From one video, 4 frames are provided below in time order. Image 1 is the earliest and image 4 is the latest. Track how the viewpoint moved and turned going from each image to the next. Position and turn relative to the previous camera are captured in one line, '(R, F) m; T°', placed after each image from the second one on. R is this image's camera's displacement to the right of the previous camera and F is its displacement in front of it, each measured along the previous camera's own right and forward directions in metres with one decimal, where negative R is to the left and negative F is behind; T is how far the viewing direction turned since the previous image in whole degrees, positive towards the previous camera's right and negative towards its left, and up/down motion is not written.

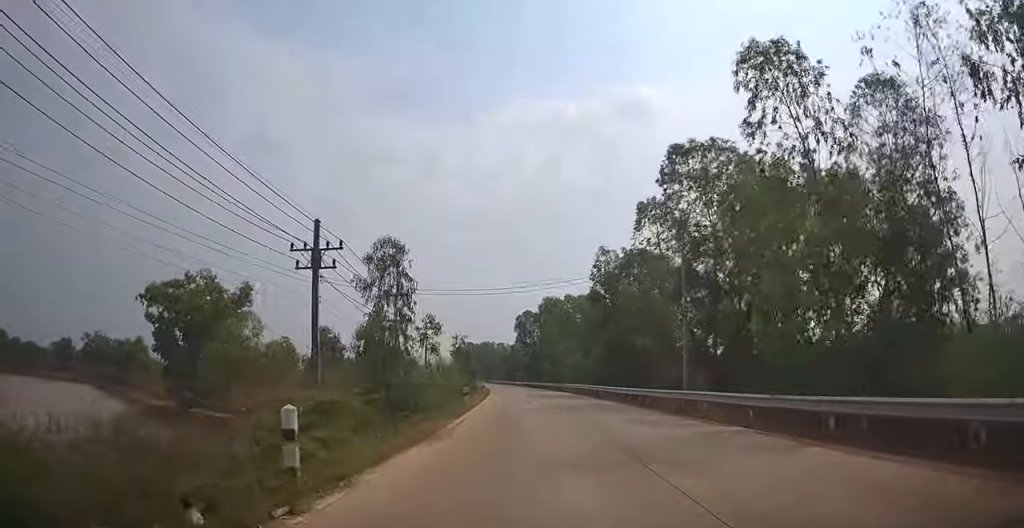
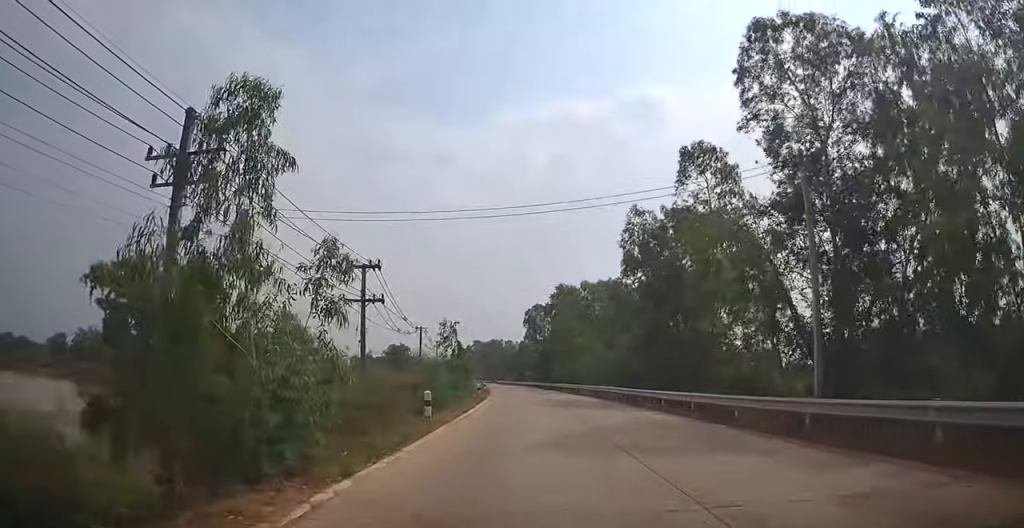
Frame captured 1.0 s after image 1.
(-0.6, +11.1) m; -3°
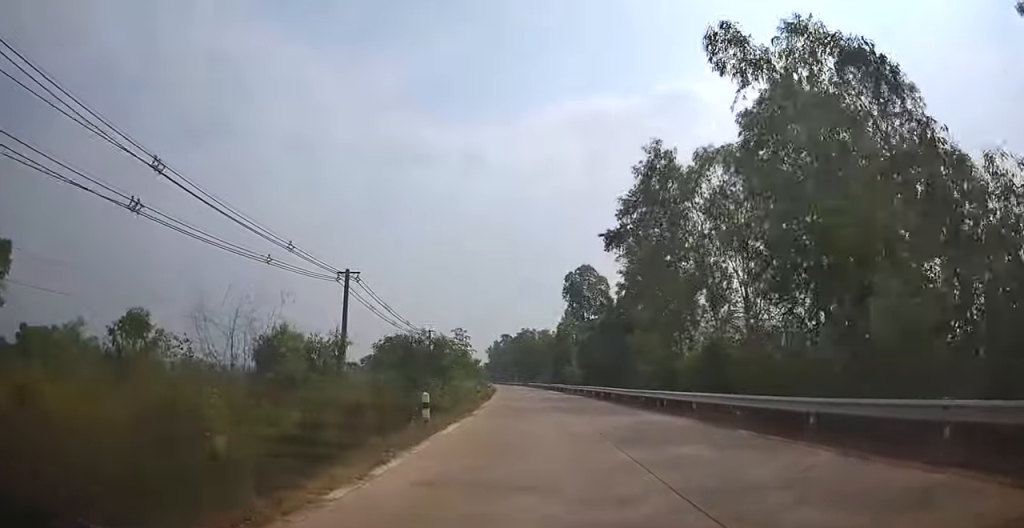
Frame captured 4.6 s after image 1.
(+0.1, +39.8) m; +1°
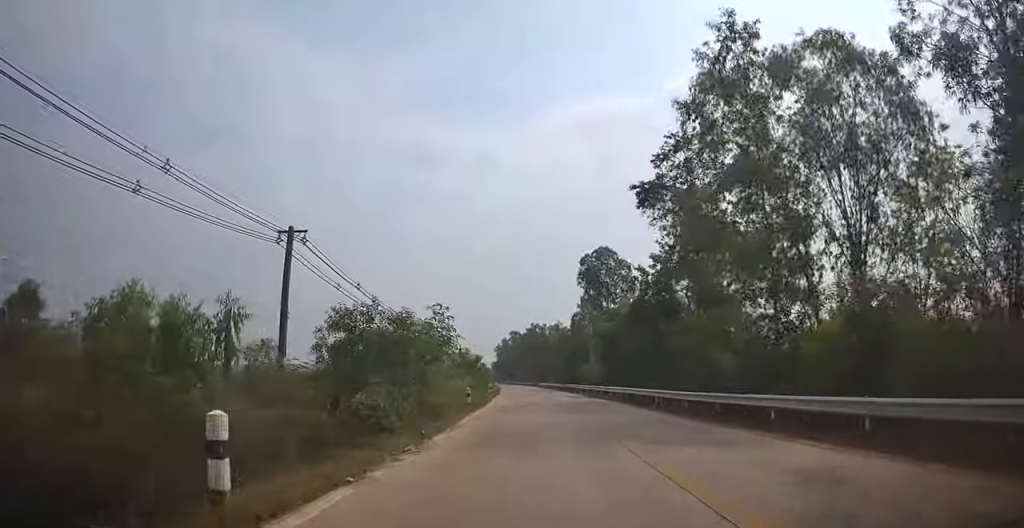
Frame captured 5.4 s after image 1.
(-0.2, +9.9) m; -2°
